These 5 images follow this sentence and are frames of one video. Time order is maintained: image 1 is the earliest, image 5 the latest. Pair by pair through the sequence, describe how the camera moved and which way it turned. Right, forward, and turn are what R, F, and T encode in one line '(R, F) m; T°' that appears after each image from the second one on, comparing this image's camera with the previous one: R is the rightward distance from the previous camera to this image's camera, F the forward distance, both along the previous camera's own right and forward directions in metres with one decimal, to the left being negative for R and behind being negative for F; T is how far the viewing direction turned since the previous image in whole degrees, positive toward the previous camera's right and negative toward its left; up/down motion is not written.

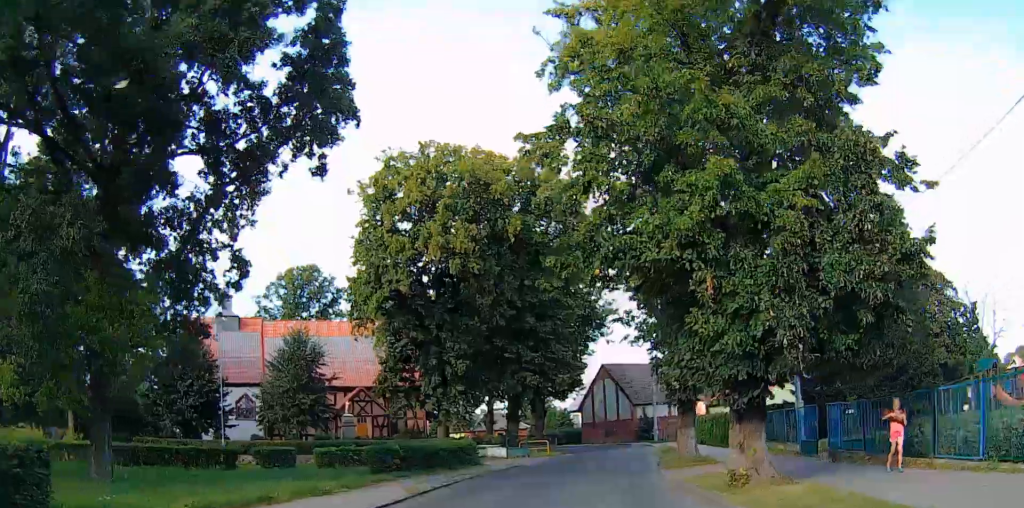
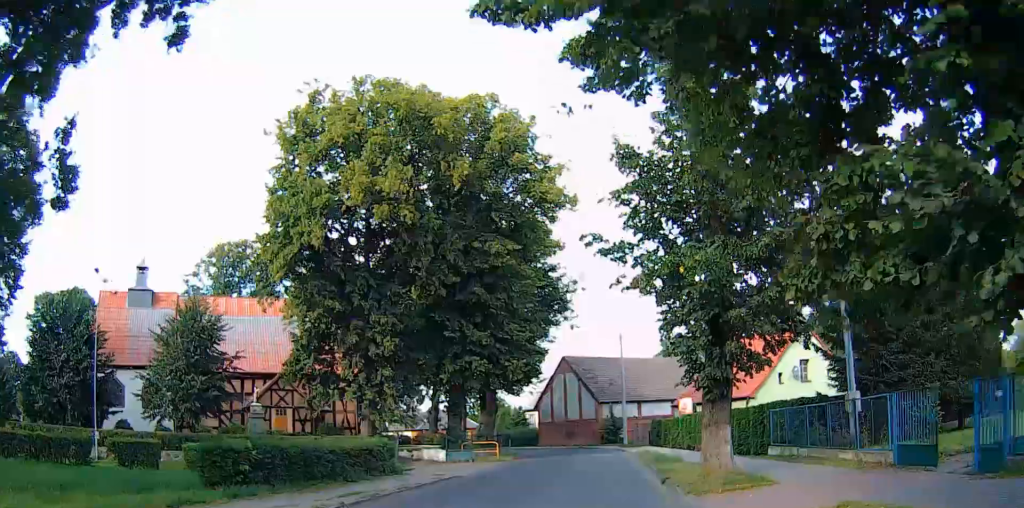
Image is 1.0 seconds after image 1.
(0.0, +9.5) m; +9°
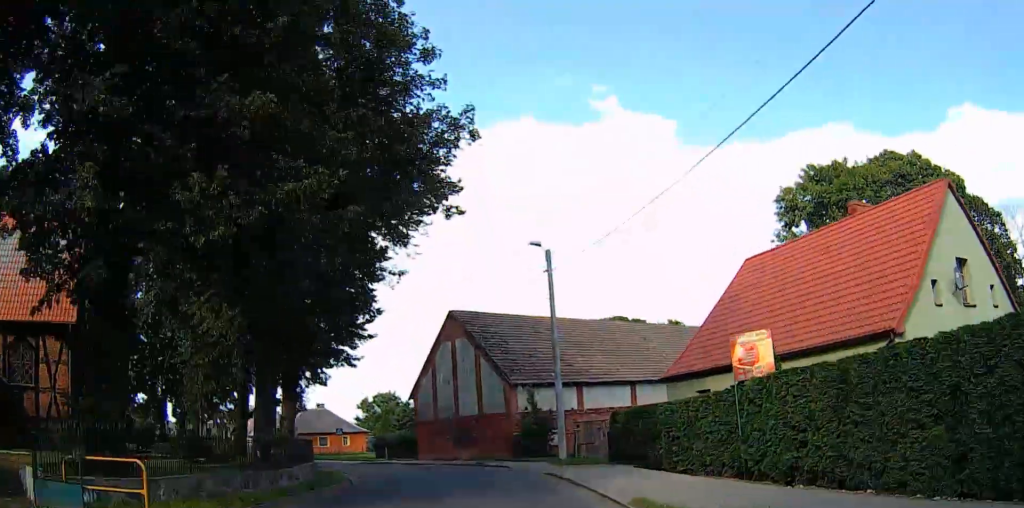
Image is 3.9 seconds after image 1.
(+1.4, +27.9) m; 0°
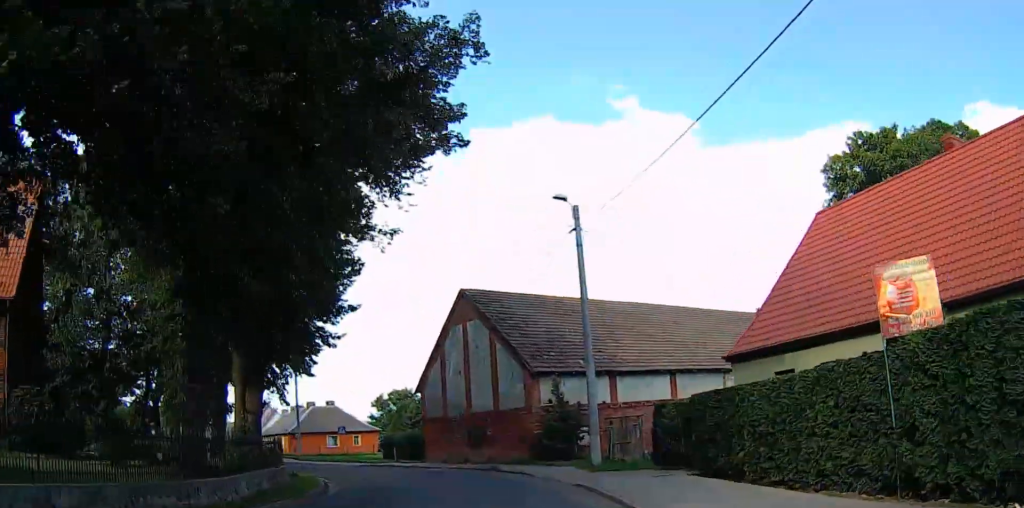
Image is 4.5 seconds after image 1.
(0.0, +5.9) m; 0°
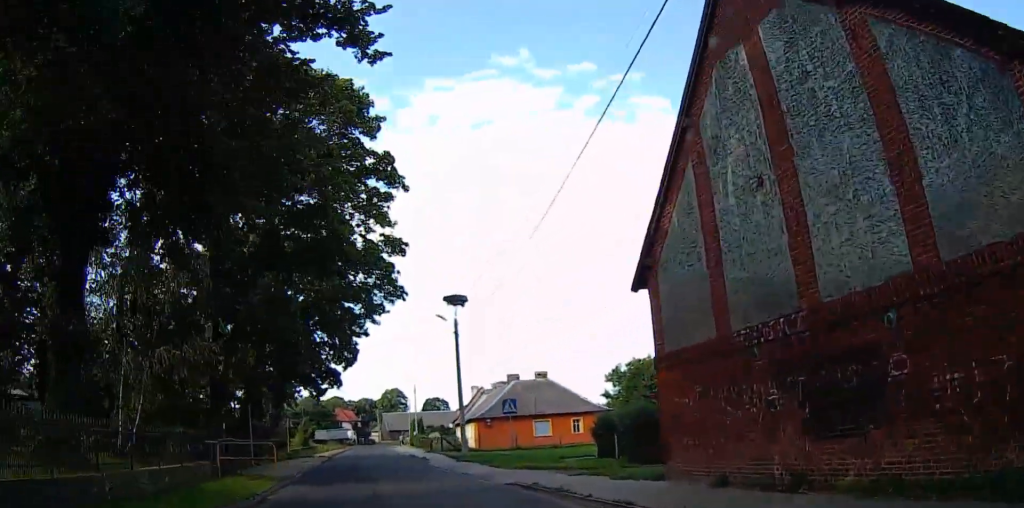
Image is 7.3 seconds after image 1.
(-4.3, +25.8) m; -23°
